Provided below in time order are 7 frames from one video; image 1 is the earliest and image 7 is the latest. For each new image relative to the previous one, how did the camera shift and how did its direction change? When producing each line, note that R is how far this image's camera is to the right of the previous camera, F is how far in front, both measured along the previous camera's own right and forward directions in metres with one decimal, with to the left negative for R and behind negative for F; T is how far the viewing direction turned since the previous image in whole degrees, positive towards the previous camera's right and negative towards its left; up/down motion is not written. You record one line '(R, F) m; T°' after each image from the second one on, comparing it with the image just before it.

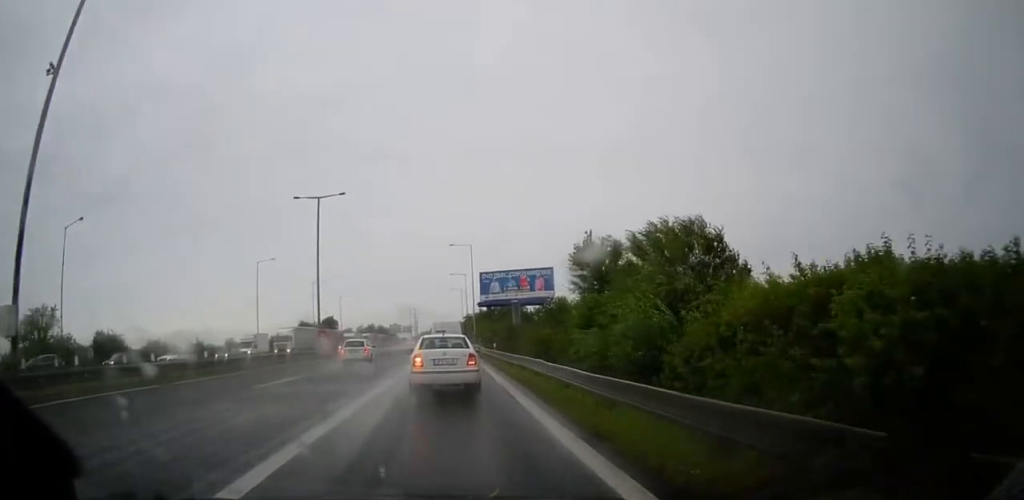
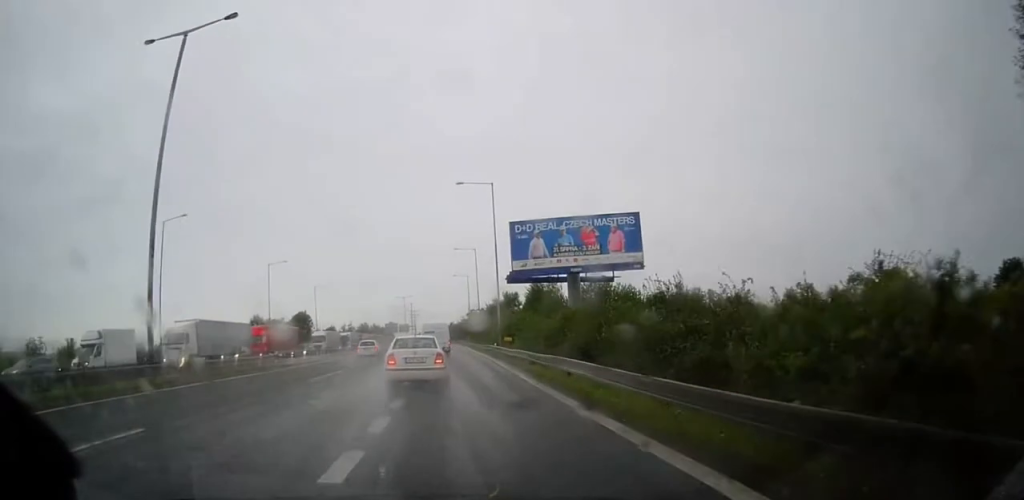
(0.0, +33.2) m; 0°
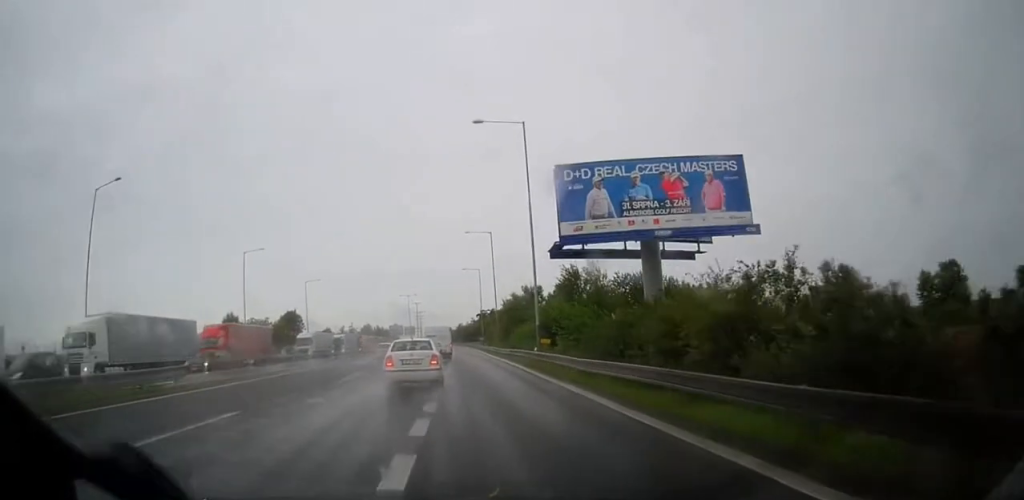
(0.0, +15.2) m; -1°
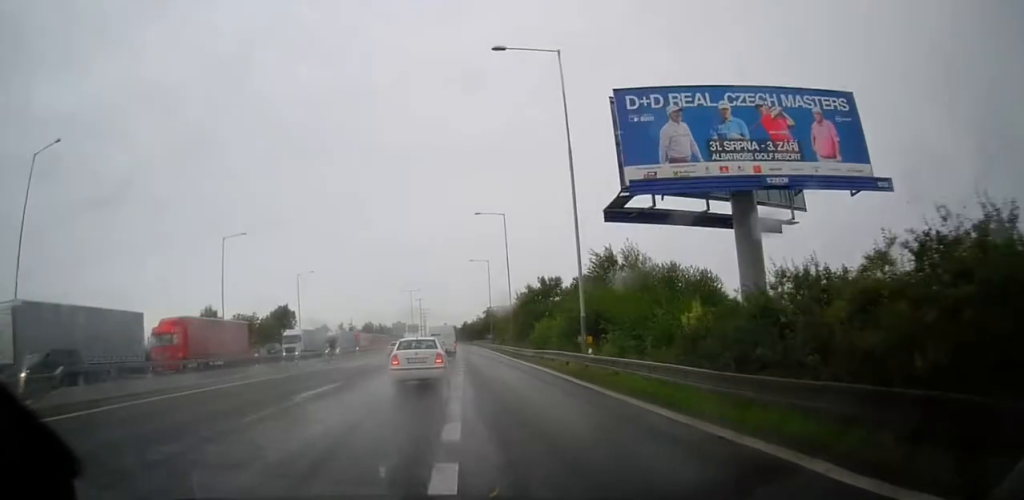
(-0.1, +9.6) m; 0°
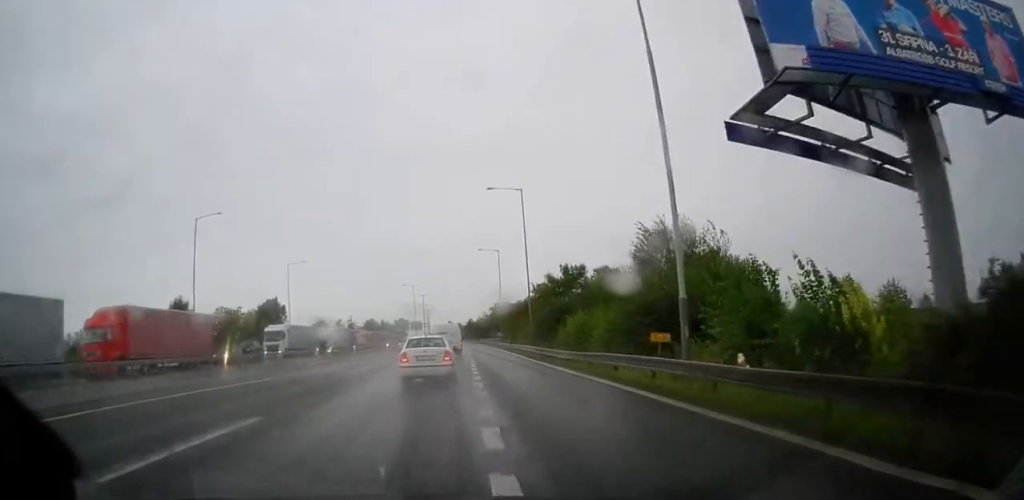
(-0.1, +9.6) m; 0°
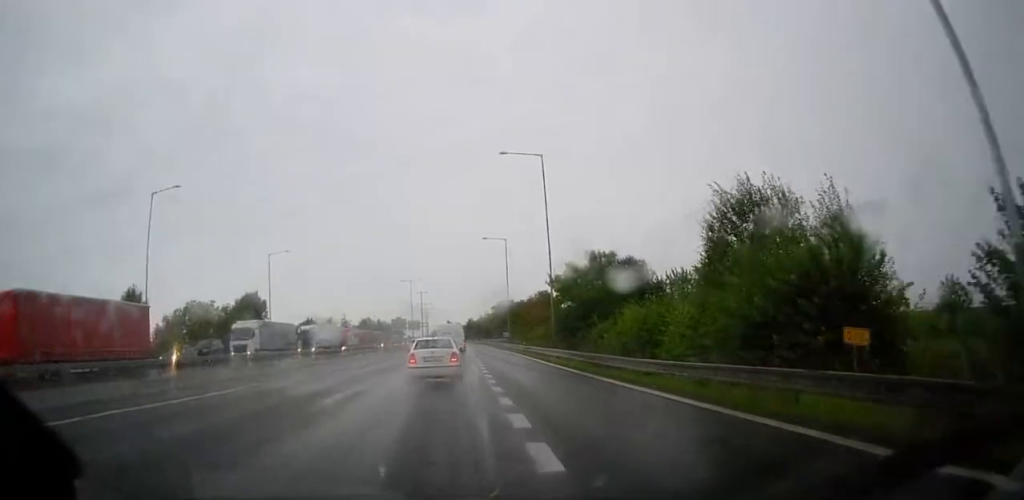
(+0.1, +10.5) m; 0°
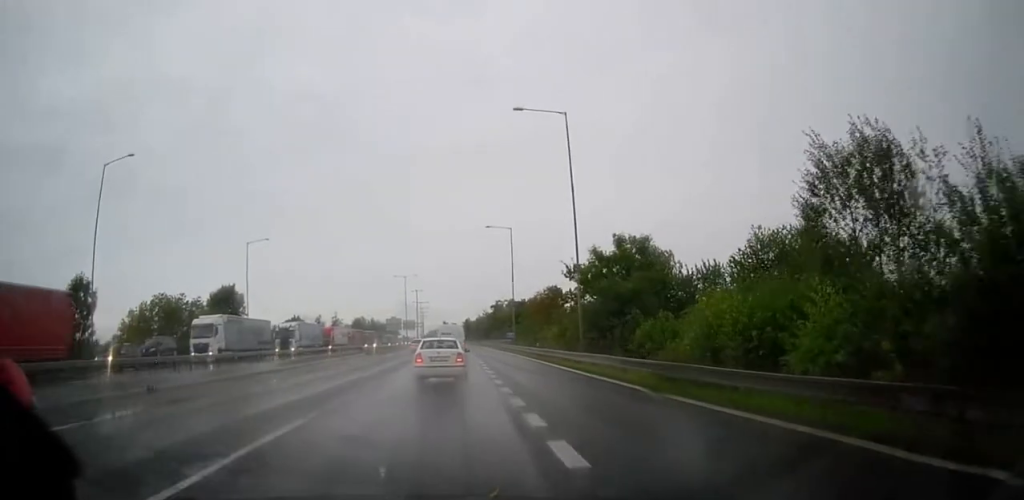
(0.0, +8.7) m; 0°
